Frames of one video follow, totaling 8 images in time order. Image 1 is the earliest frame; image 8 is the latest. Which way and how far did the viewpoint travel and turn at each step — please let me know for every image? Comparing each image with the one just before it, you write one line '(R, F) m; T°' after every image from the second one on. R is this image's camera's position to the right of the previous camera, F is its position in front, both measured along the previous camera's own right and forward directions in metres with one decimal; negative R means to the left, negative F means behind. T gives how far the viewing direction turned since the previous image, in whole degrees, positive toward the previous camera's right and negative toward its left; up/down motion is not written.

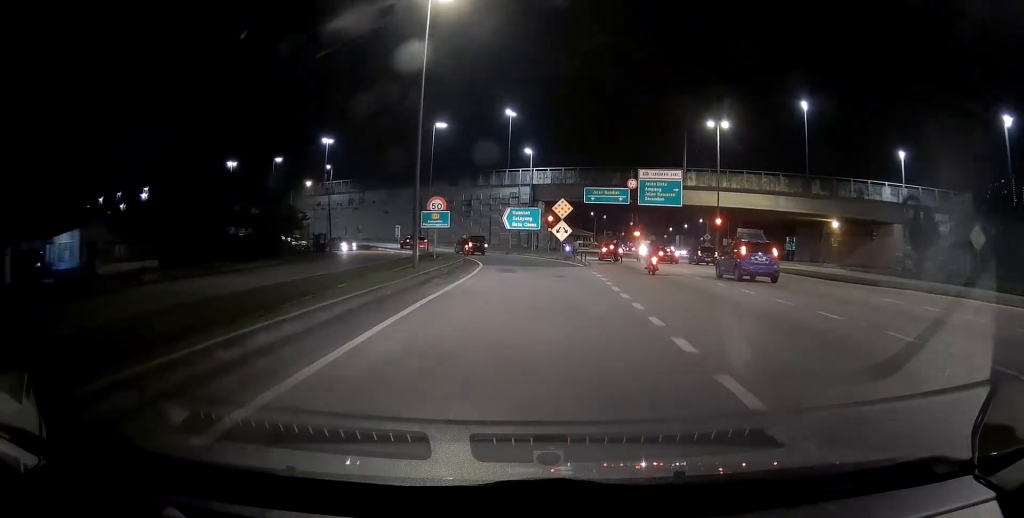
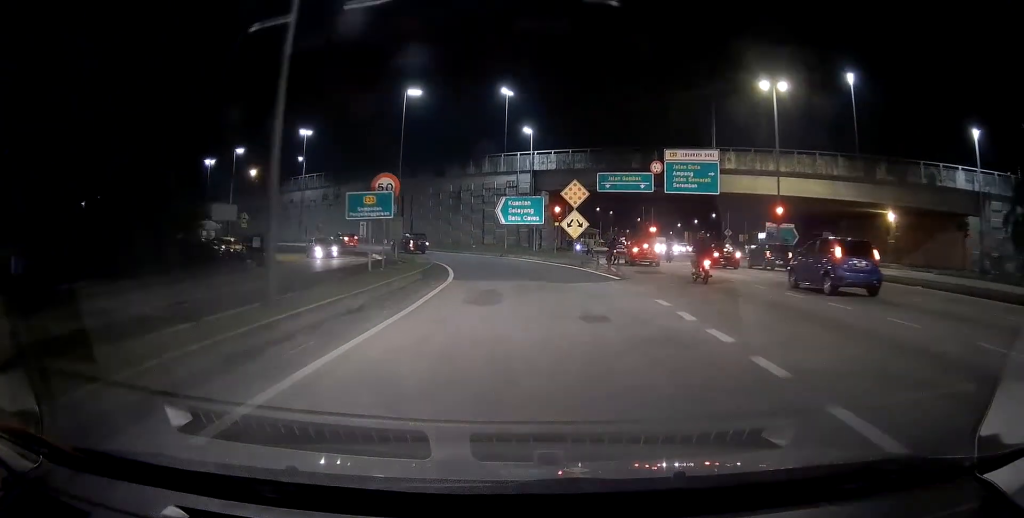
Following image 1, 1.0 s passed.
(+0.7, +12.8) m; -1°
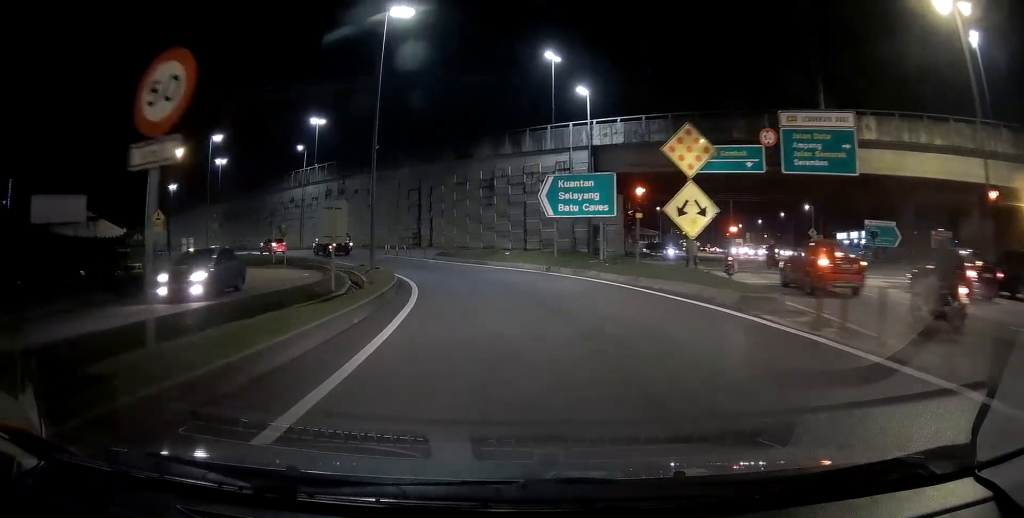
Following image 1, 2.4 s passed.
(-1.3, +17.4) m; -5°
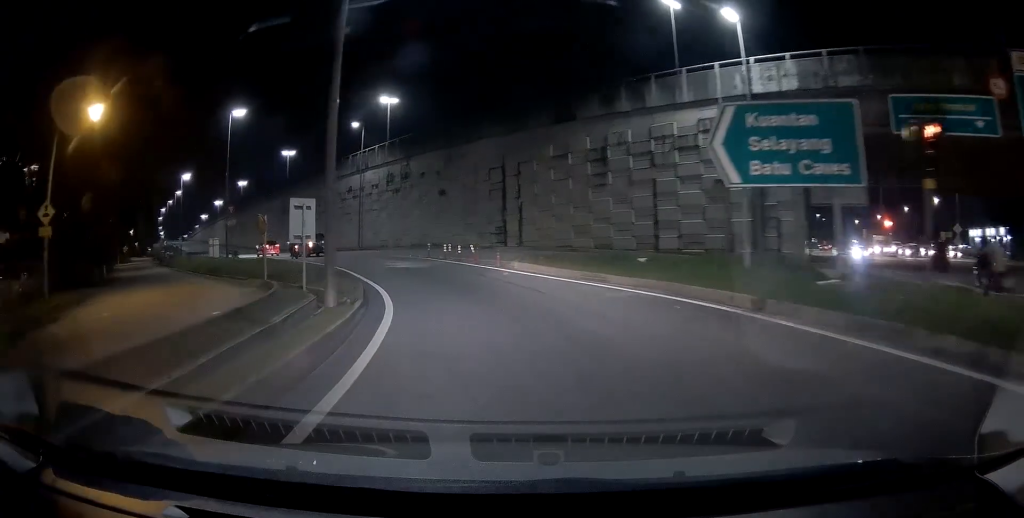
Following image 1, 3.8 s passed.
(-0.4, +15.3) m; -11°
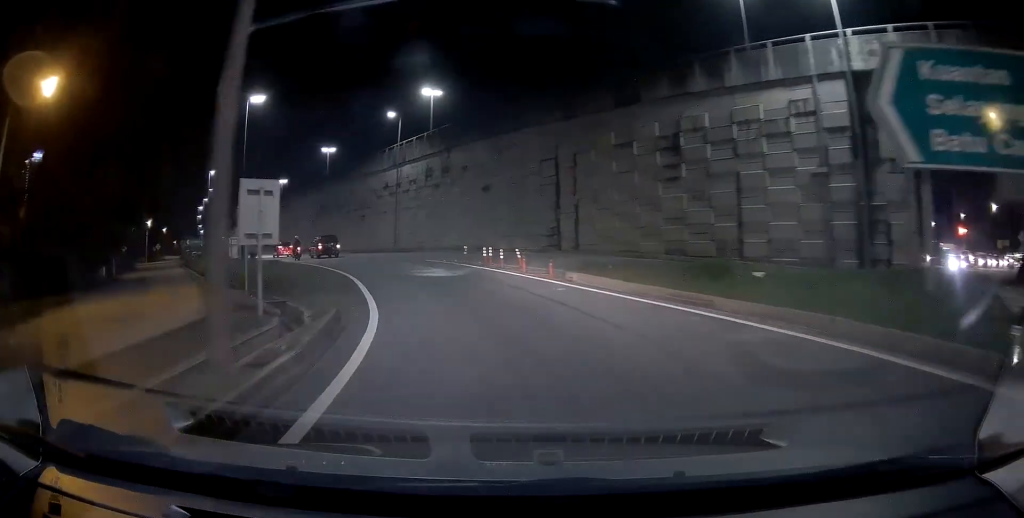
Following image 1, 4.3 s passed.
(-0.2, +5.7) m; -7°
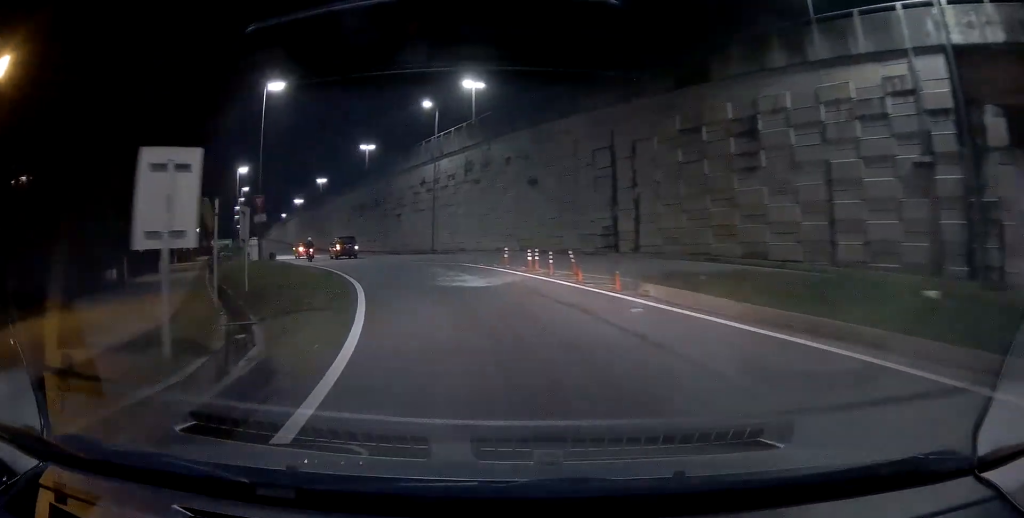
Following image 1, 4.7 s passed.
(-0.4, +4.5) m; -4°
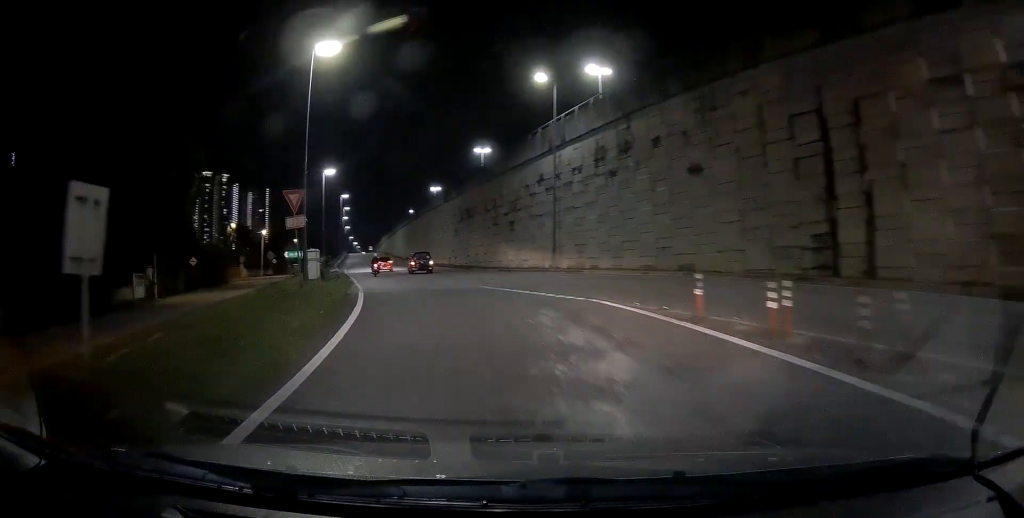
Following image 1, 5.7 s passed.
(-0.9, +11.2) m; -9°
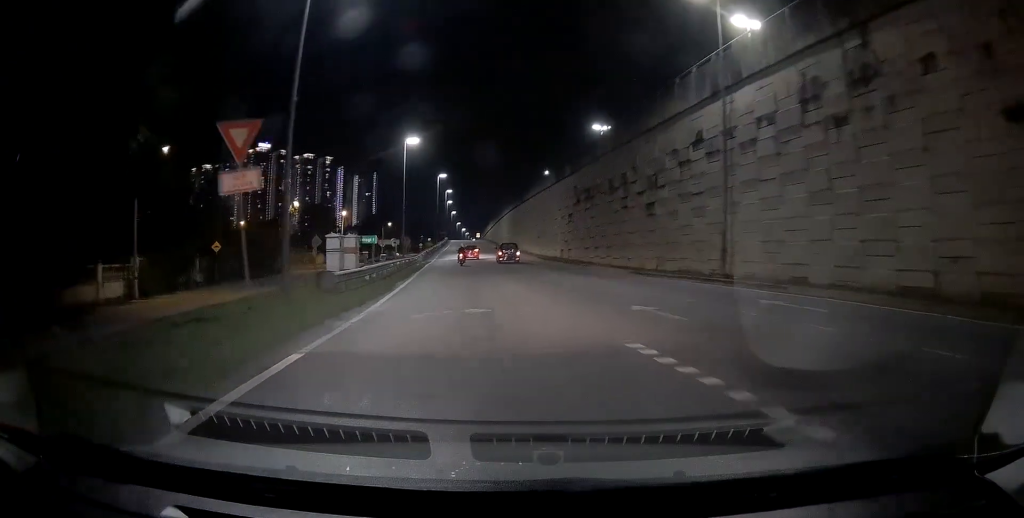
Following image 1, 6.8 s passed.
(-1.3, +13.2) m; -11°
